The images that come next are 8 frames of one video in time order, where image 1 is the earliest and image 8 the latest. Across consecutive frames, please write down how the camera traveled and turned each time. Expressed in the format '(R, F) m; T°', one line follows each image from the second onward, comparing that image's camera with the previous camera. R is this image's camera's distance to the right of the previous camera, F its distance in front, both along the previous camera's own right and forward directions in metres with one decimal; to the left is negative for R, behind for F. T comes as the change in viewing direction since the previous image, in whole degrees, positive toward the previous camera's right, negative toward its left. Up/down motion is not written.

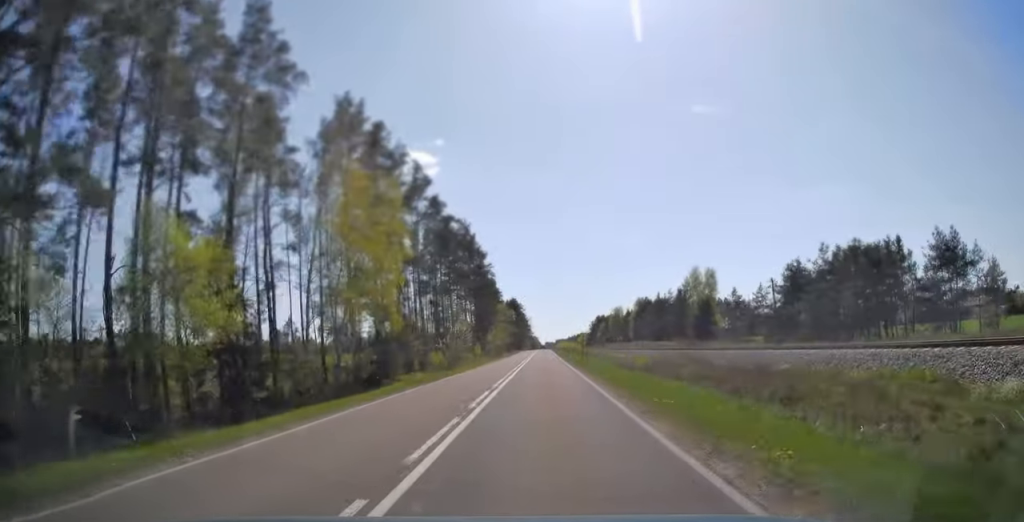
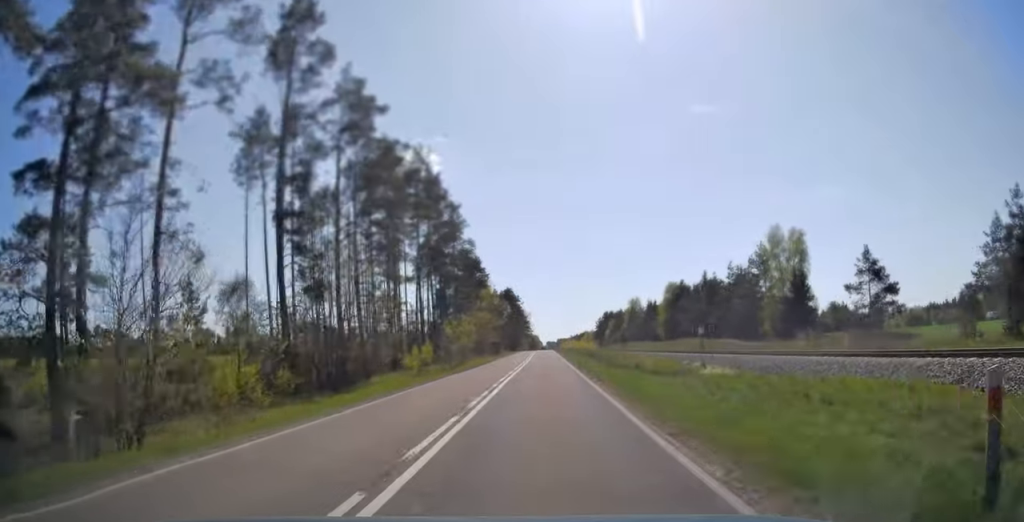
(0.0, +41.9) m; 0°
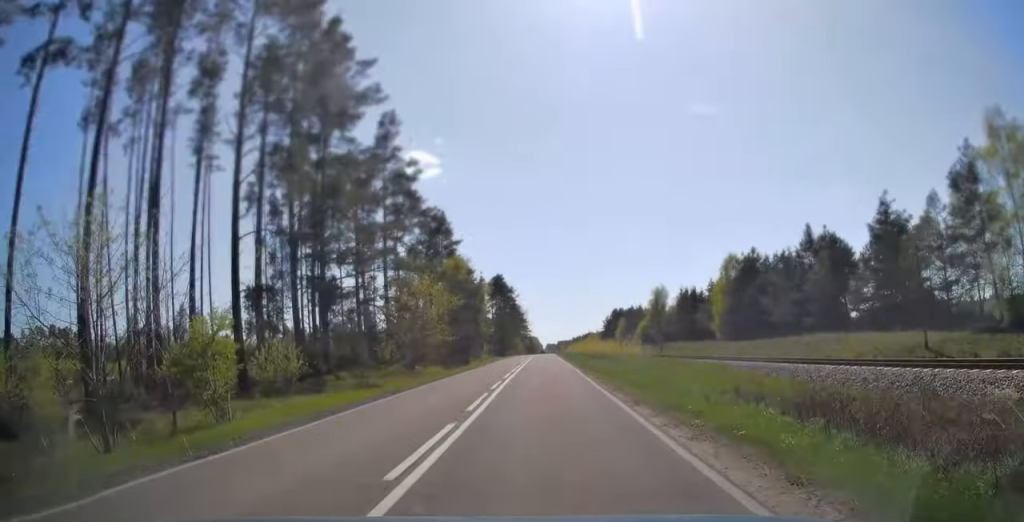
(+0.2, +43.2) m; +1°
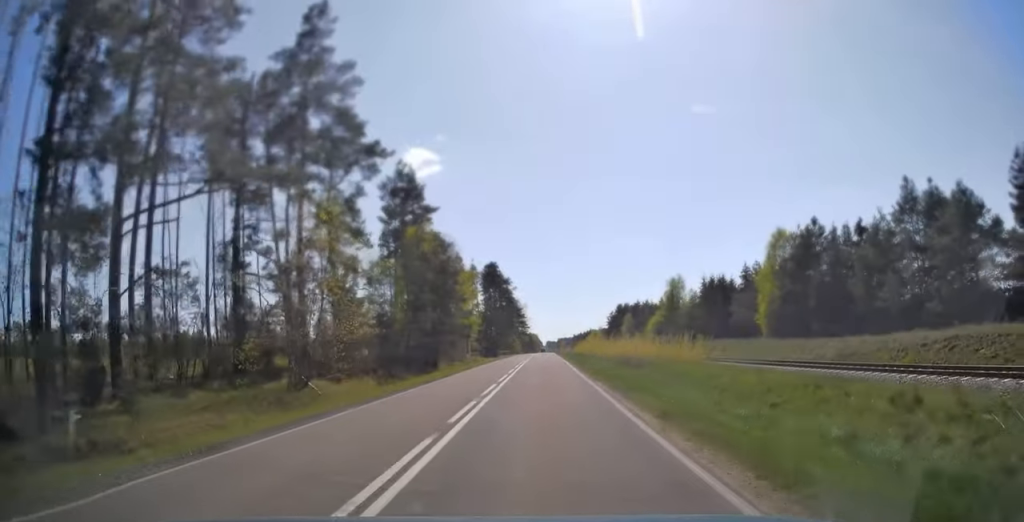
(+0.2, +19.5) m; 0°
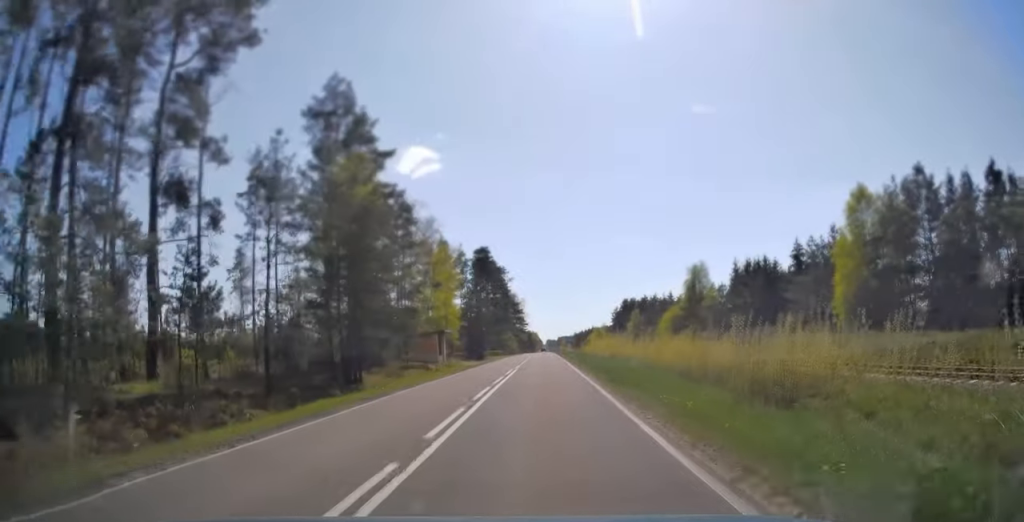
(-0.2, +20.0) m; -1°
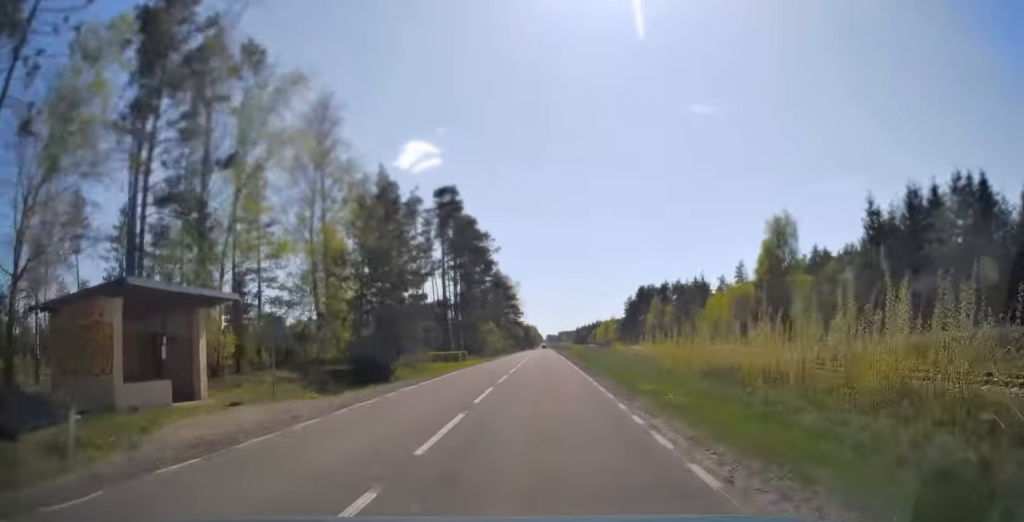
(-0.1, +43.2) m; 0°
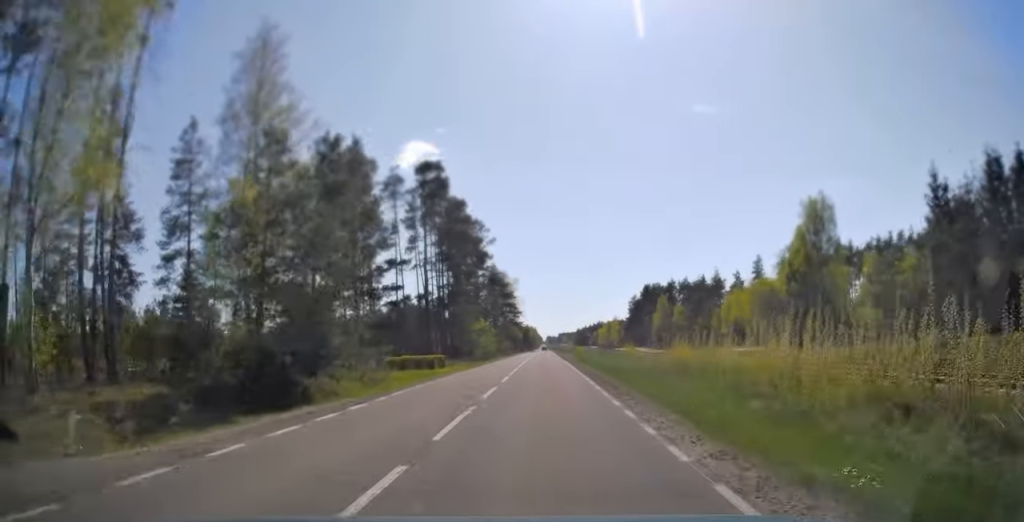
(0.0, +10.9) m; 0°
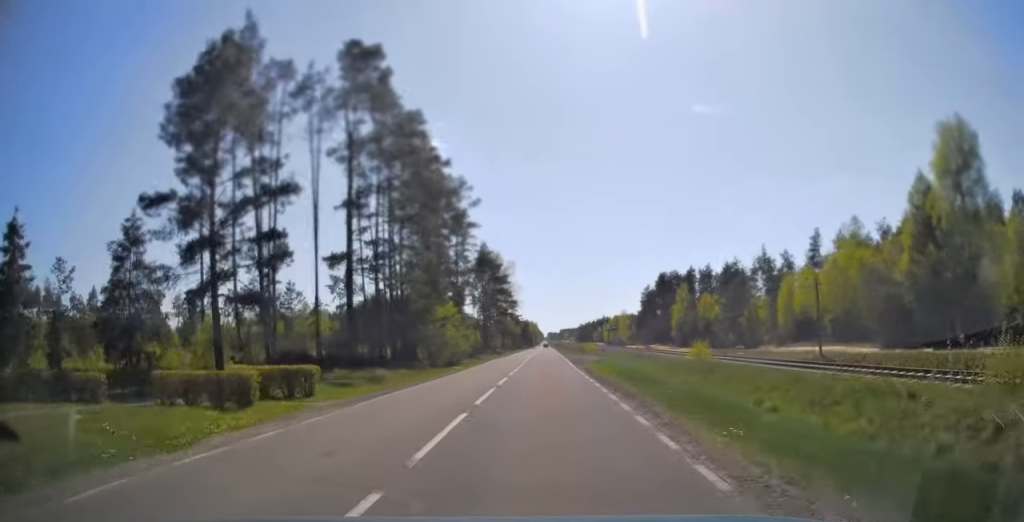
(0.0, +25.5) m; 0°
